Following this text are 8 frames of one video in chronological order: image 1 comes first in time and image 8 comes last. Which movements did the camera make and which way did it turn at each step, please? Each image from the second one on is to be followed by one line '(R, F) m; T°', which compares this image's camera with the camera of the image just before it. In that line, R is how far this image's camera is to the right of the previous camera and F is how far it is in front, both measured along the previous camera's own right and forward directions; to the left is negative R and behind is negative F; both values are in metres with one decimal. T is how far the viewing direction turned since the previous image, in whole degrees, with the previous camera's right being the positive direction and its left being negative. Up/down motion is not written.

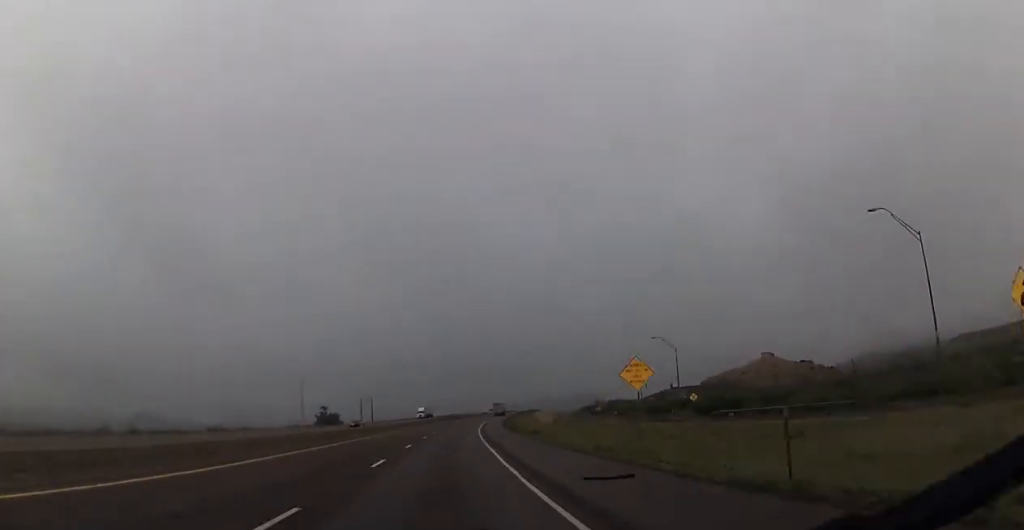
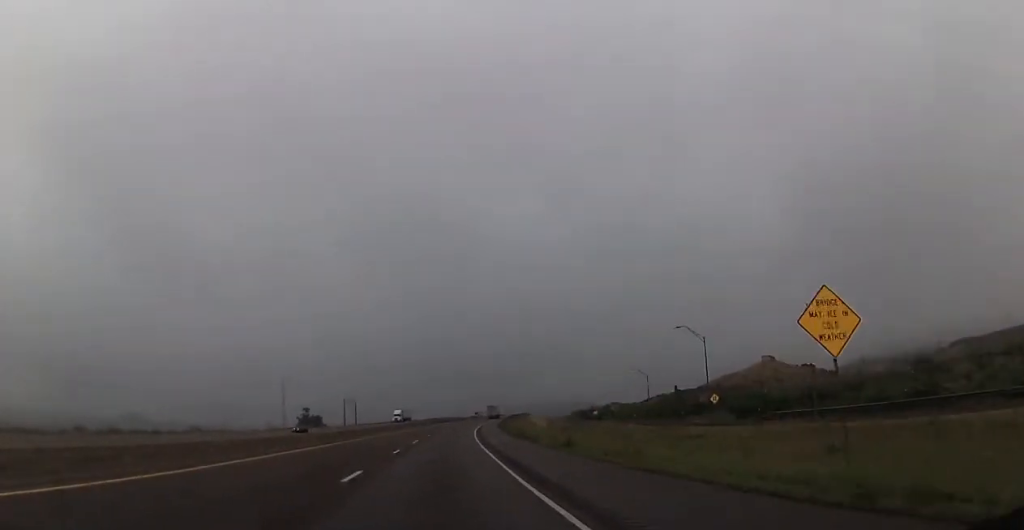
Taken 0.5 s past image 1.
(+0.1, +16.7) m; 0°
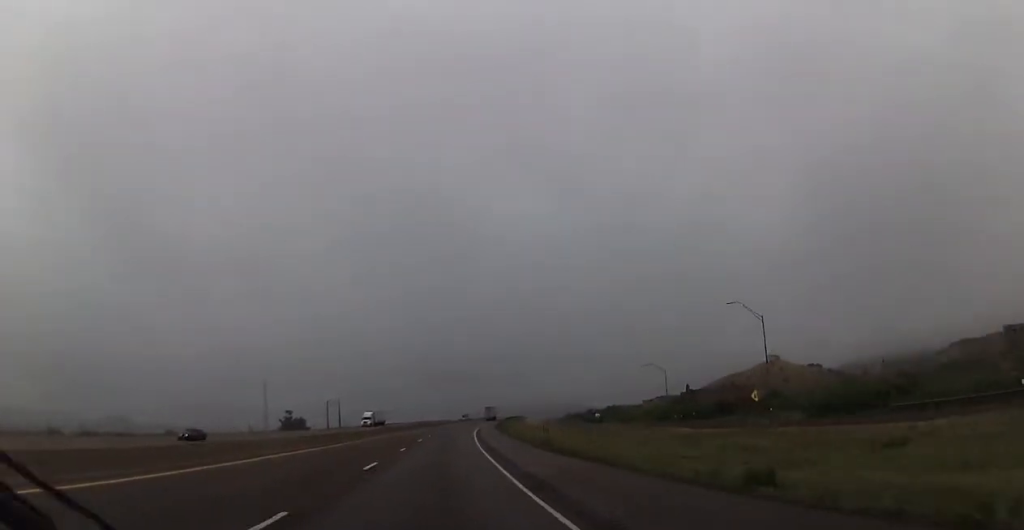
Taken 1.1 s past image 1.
(-0.1, +20.1) m; +1°
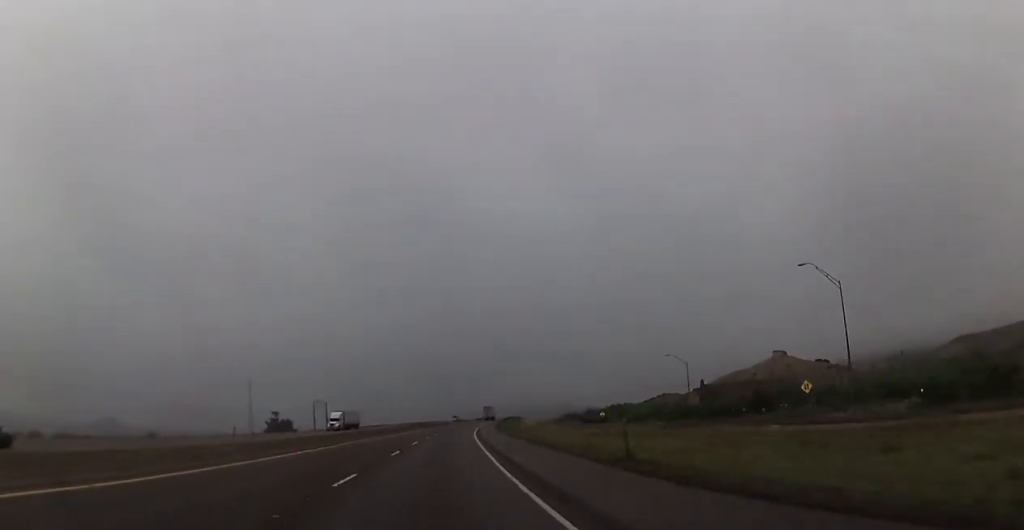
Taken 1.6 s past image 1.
(+0.2, +16.7) m; +1°
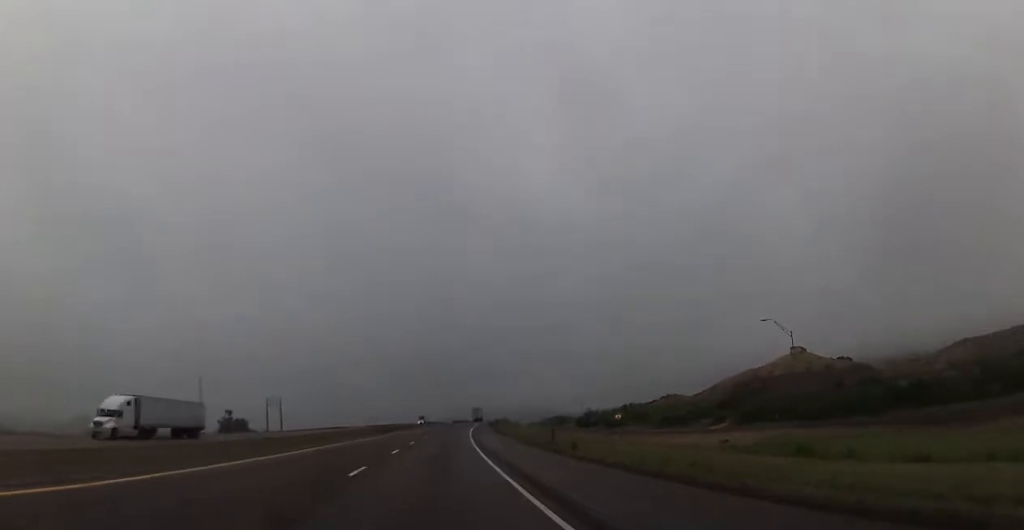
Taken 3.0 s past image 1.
(+1.0, +45.8) m; +2°
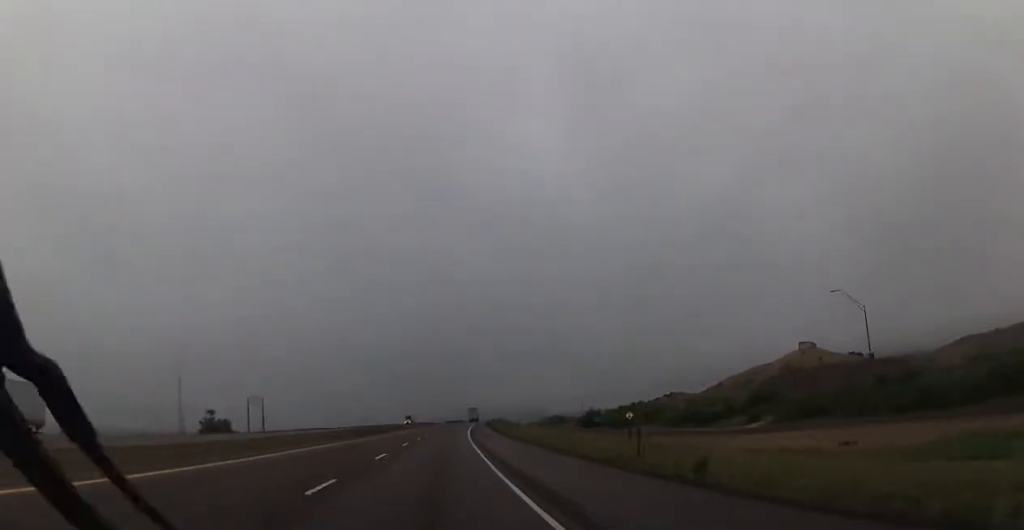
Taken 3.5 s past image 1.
(+0.1, +16.7) m; +1°
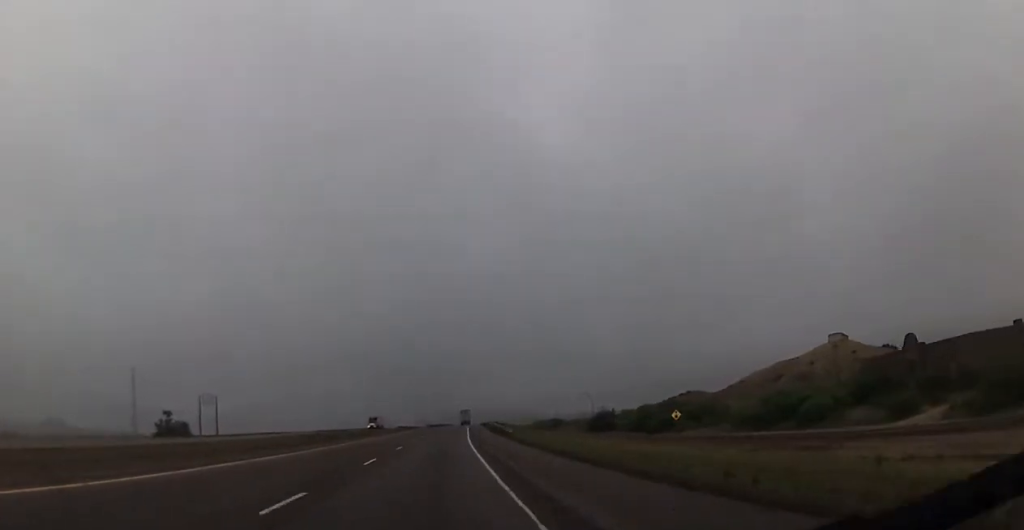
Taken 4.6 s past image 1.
(+0.3, +38.9) m; +2°
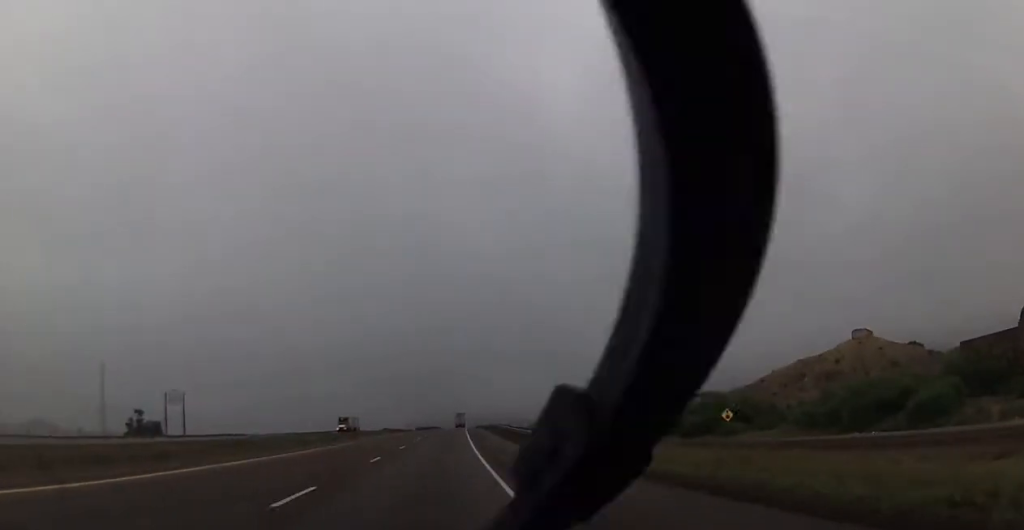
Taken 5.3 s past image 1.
(+0.2, +23.2) m; +1°
